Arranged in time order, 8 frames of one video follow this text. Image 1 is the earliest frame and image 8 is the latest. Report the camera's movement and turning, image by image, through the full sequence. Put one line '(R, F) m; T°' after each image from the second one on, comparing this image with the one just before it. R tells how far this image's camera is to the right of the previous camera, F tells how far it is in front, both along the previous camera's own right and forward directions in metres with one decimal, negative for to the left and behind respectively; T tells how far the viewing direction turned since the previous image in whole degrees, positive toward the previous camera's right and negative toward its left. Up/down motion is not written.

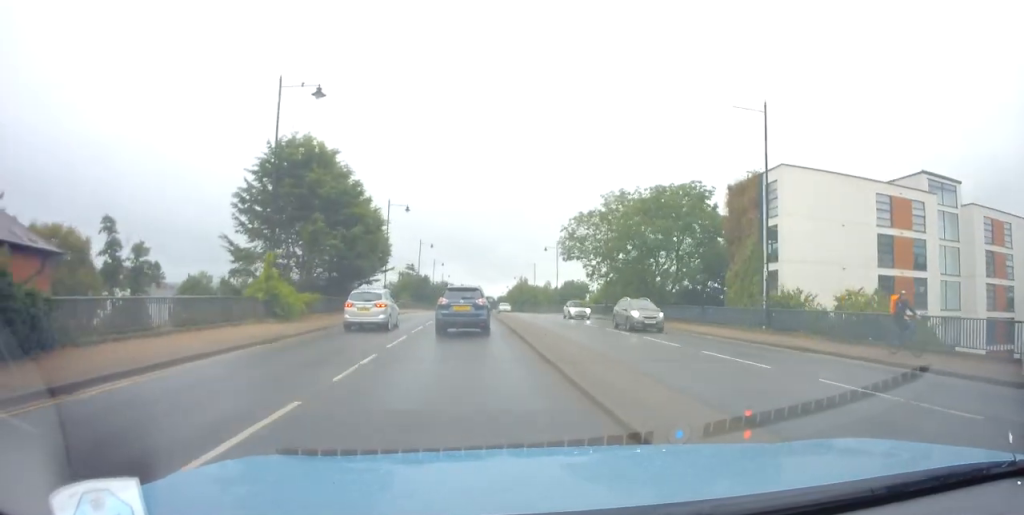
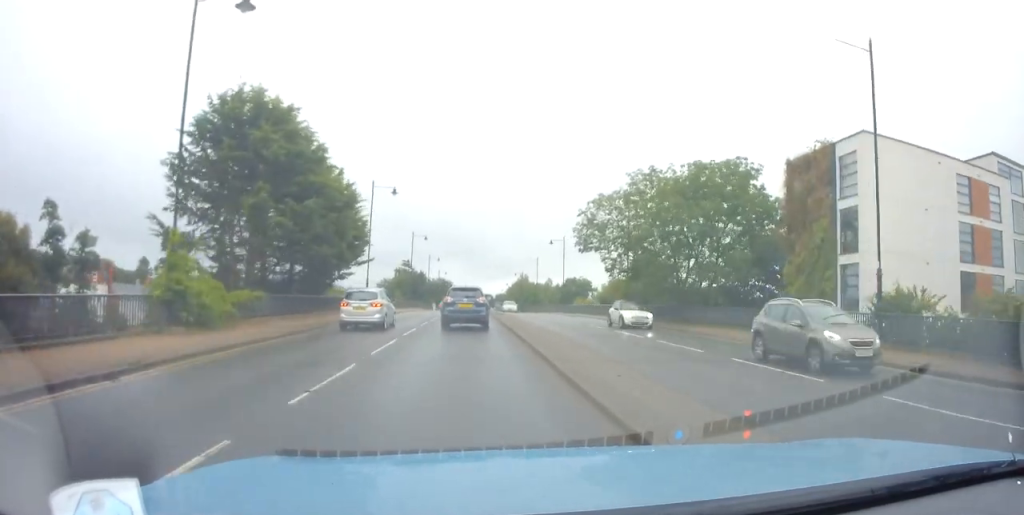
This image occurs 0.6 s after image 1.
(+0.2, +8.2) m; 0°
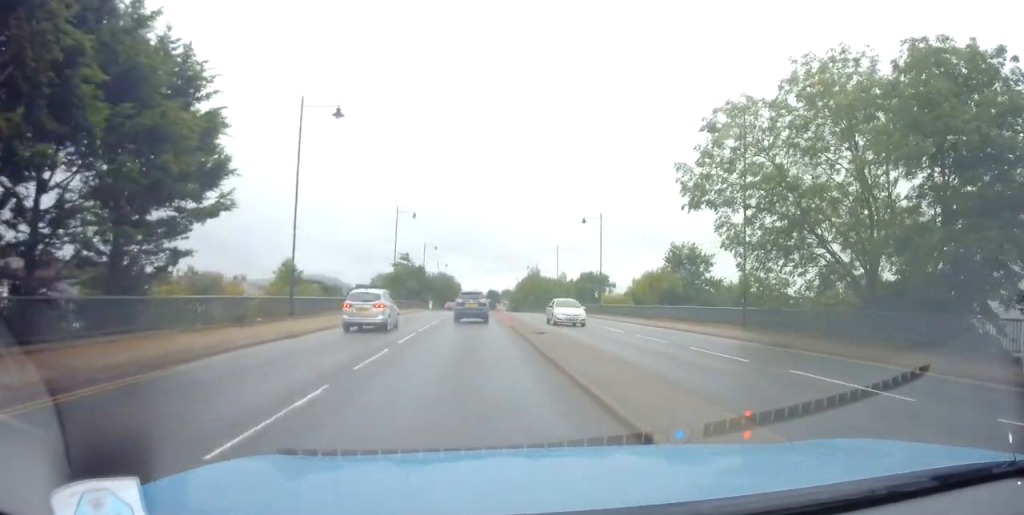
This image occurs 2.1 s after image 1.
(-0.1, +20.9) m; 0°
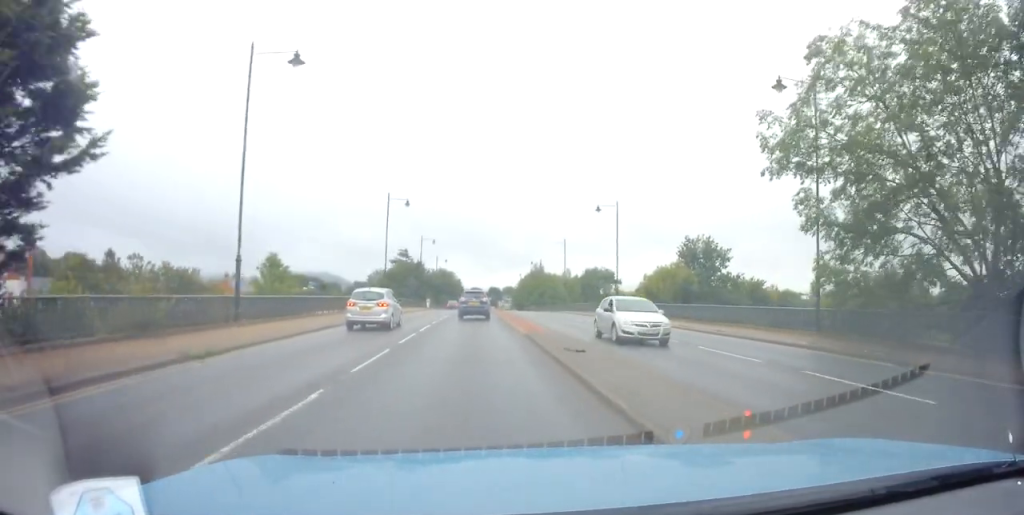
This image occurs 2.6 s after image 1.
(+0.1, +6.5) m; 0°
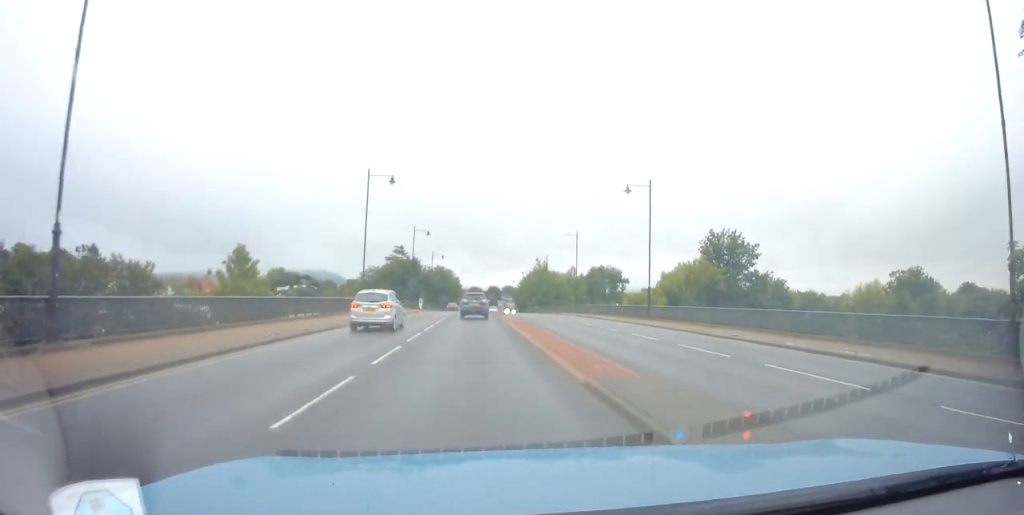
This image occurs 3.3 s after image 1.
(0.0, +10.2) m; 0°
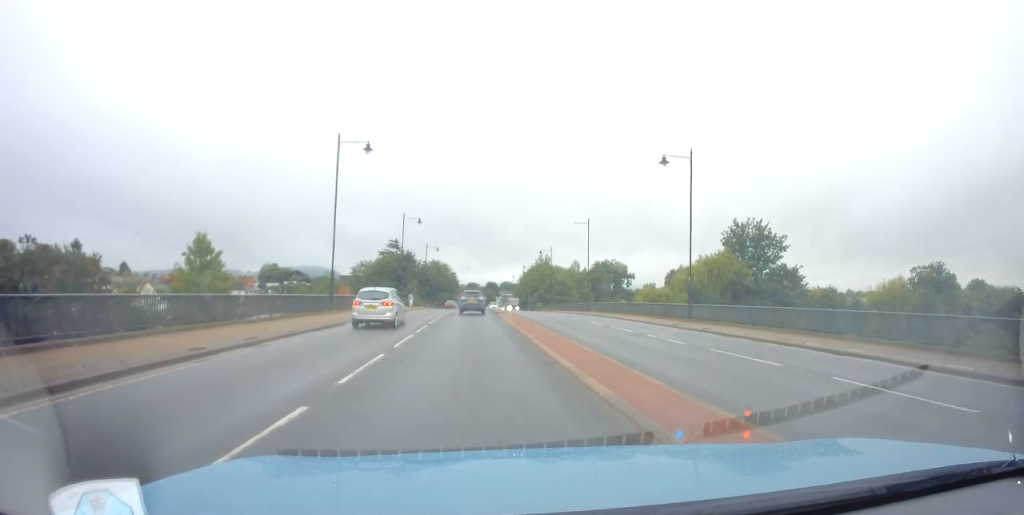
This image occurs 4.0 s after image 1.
(-0.2, +8.8) m; 0°
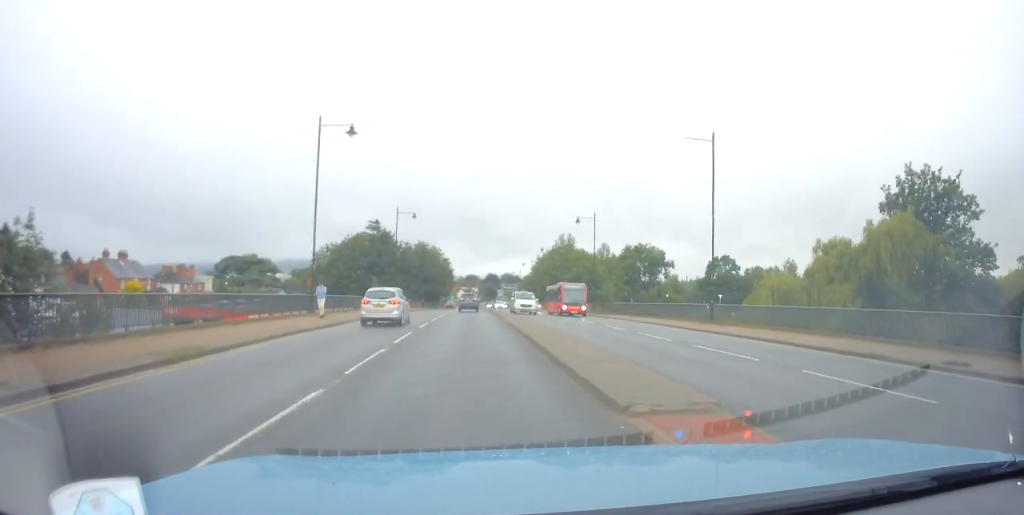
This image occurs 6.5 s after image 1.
(+0.2, +35.0) m; 0°
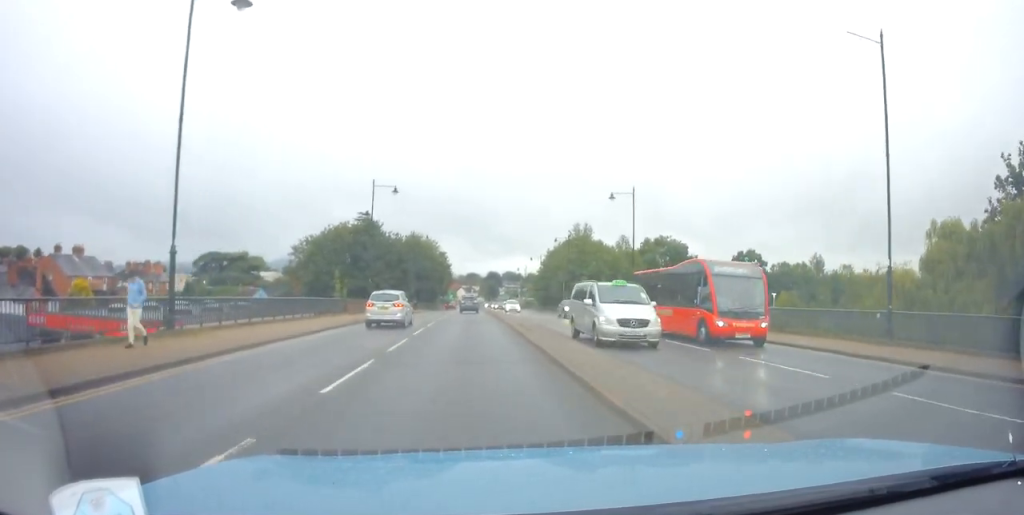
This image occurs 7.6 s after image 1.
(+0.1, +14.7) m; +1°
